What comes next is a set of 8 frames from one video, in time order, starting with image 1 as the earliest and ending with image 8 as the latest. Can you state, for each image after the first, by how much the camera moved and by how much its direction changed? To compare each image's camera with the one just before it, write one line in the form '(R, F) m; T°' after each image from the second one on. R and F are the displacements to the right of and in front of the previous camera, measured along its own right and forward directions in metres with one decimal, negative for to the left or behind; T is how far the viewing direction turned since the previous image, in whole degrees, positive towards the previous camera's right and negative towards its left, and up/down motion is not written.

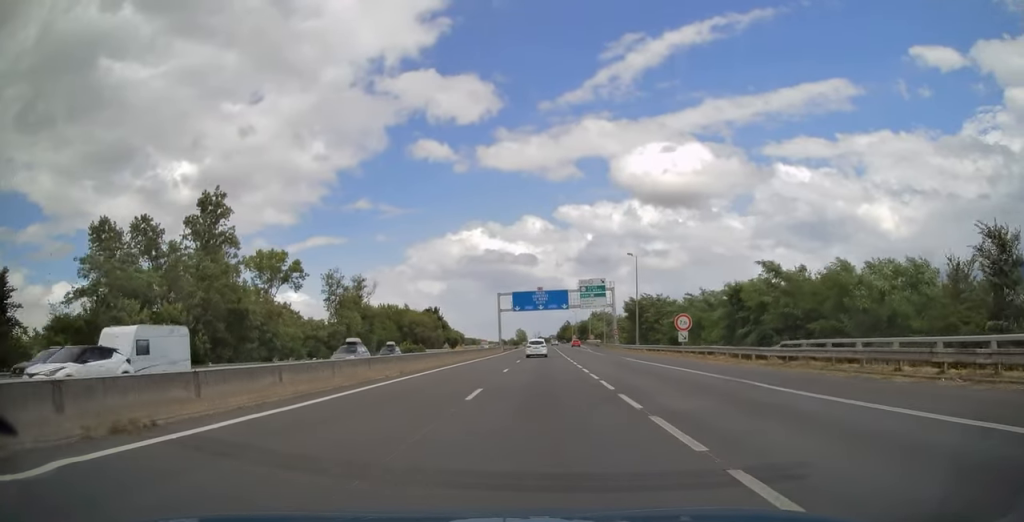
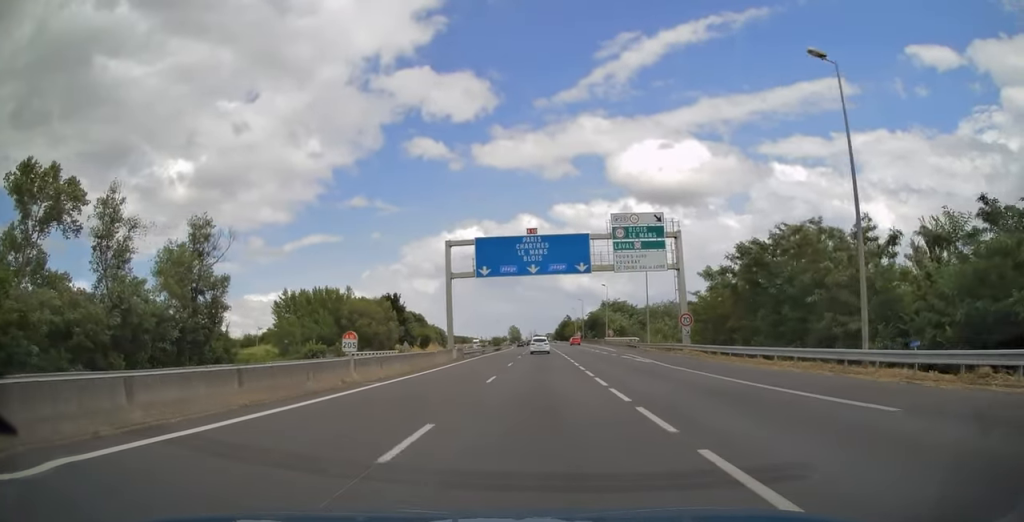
(0.0, +47.3) m; 0°
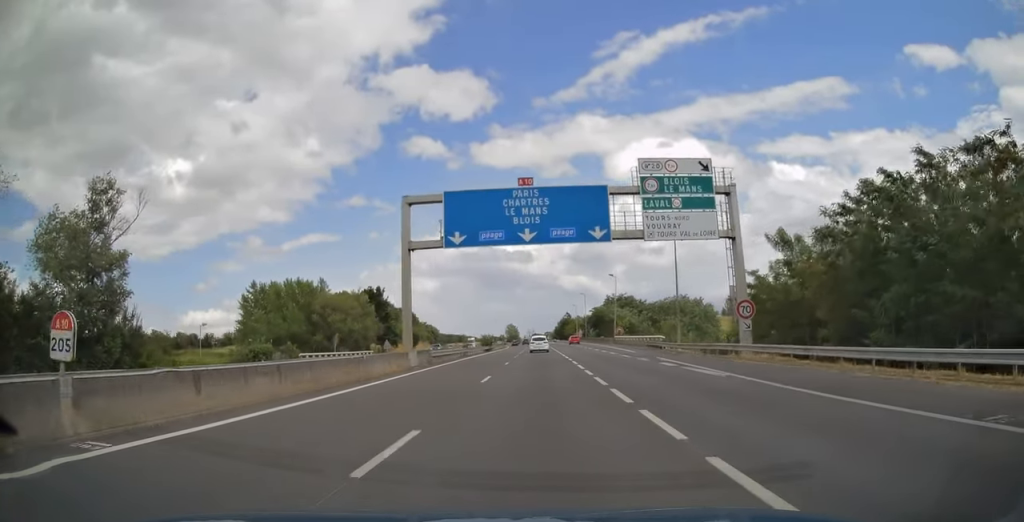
(0.0, +14.0) m; 0°
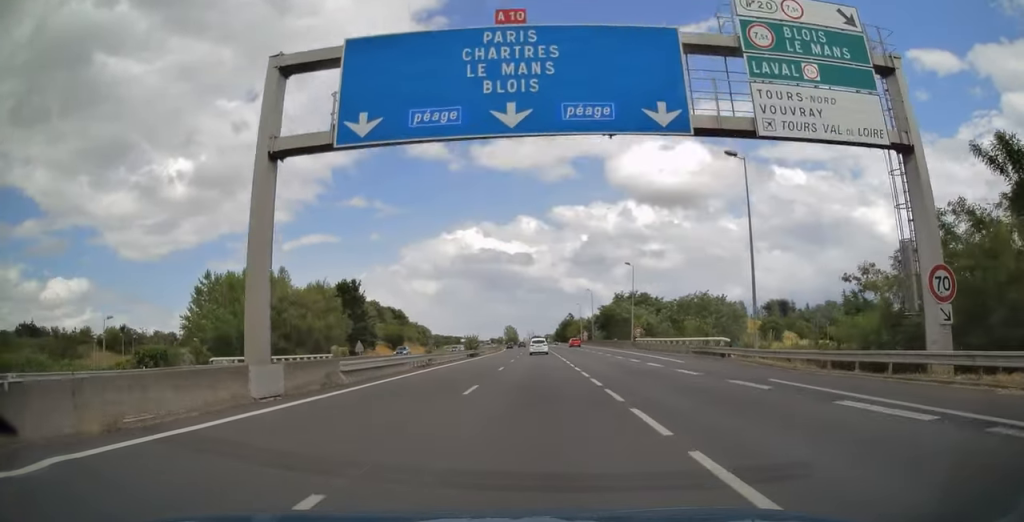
(0.0, +17.1) m; 0°
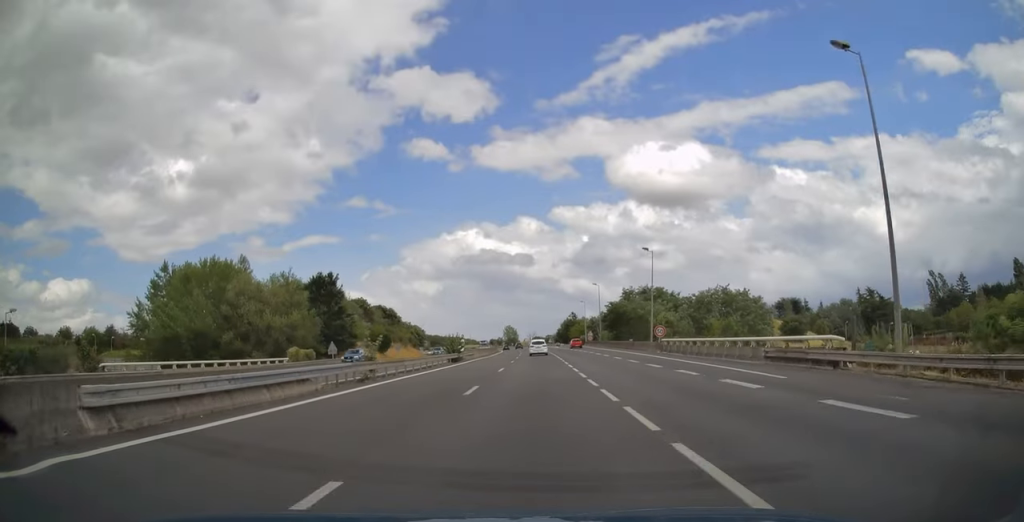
(0.0, +12.7) m; 0°
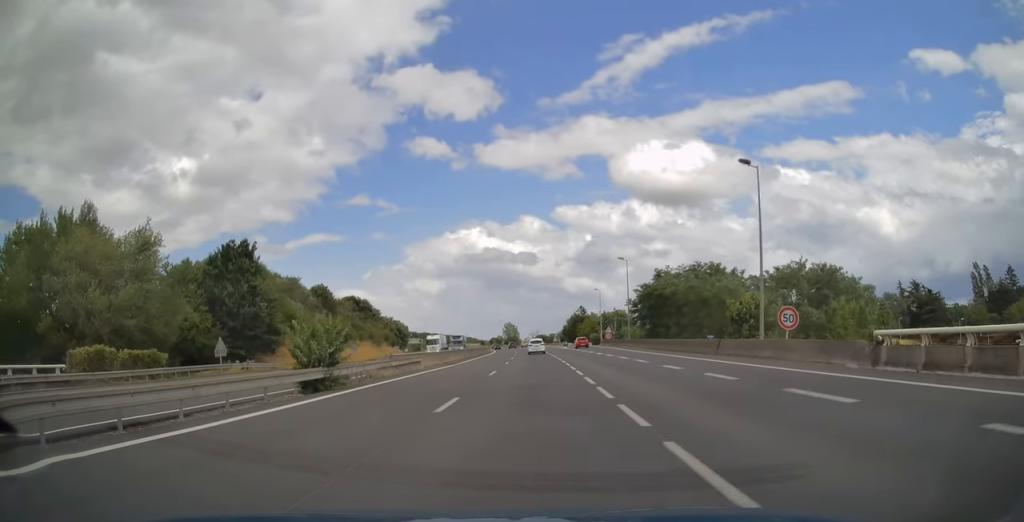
(-0.1, +30.6) m; -1°
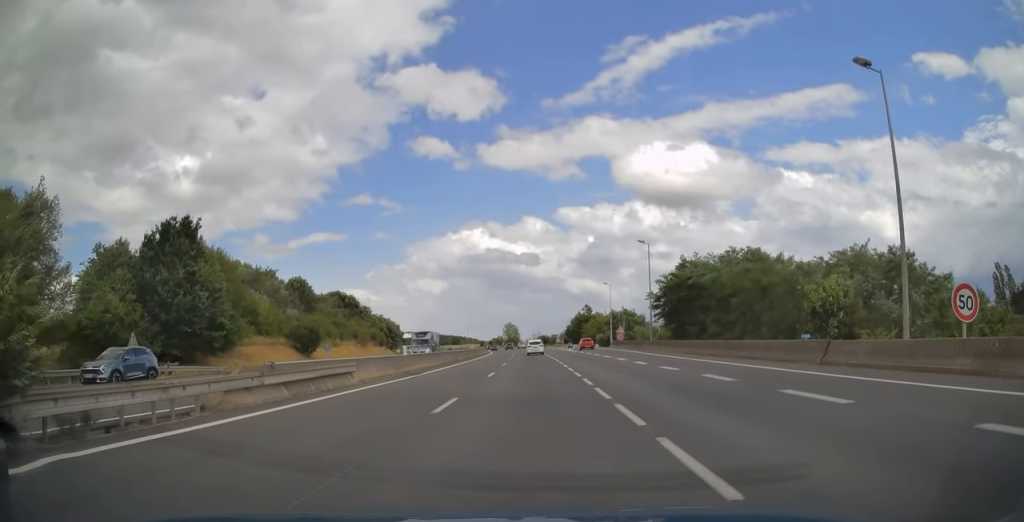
(-0.2, +13.2) m; -1°
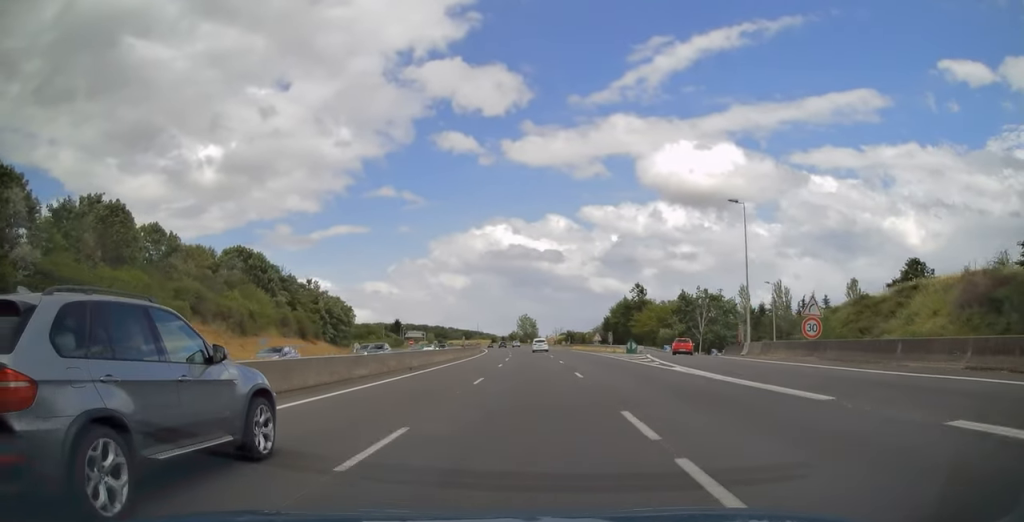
(-0.4, +58.7) m; -1°
